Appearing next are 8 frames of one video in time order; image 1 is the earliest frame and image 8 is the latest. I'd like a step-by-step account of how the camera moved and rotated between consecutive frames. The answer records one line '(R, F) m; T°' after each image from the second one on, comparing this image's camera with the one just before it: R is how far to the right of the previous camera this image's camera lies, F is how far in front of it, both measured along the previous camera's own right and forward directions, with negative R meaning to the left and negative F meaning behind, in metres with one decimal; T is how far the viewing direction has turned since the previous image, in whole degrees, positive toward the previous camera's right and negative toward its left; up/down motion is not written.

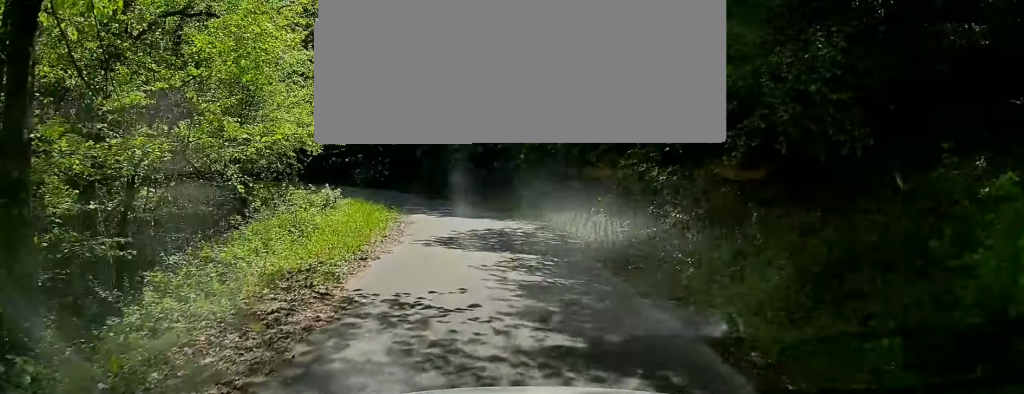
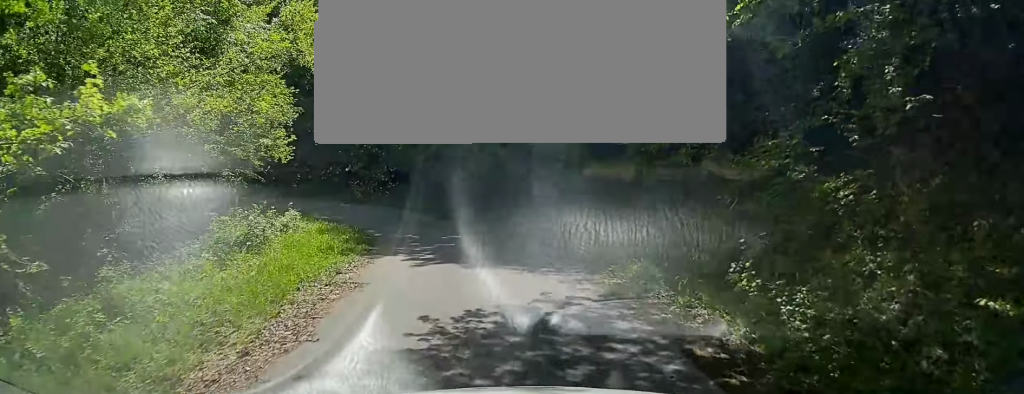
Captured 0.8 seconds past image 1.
(-0.5, +5.6) m; -7°
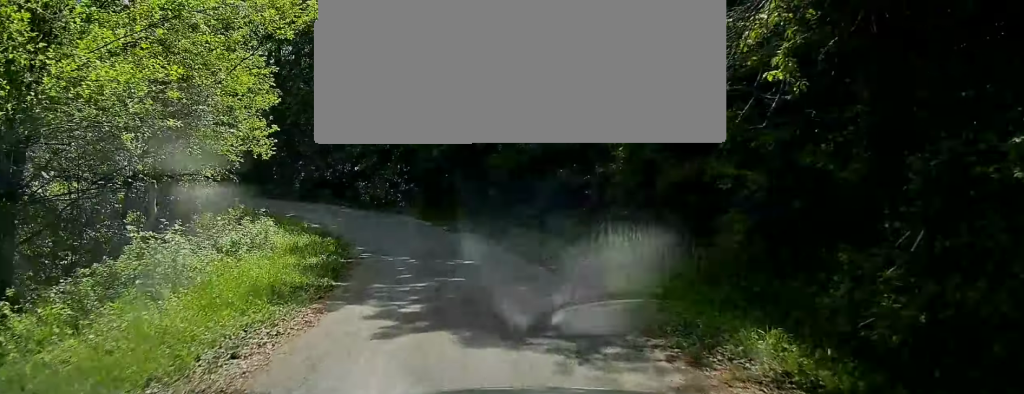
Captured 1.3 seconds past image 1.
(-0.1, +3.4) m; -2°
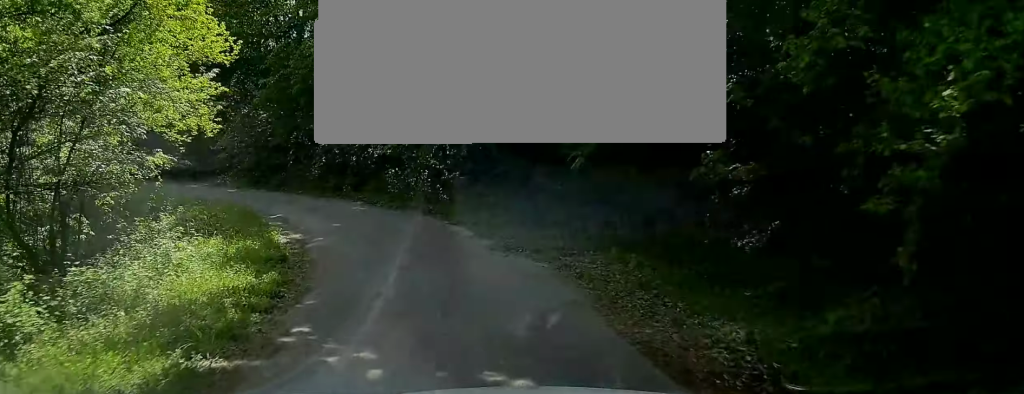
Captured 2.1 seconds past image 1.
(-0.2, +5.7) m; -5°
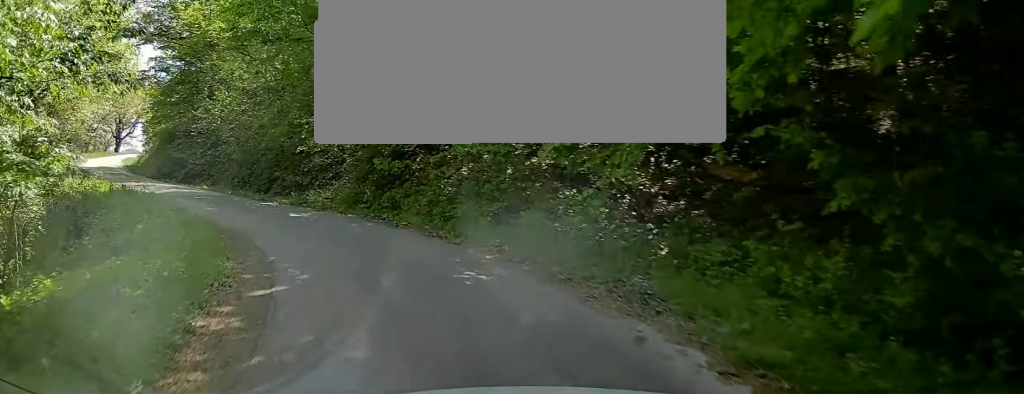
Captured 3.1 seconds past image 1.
(-0.7, +8.6) m; -14°
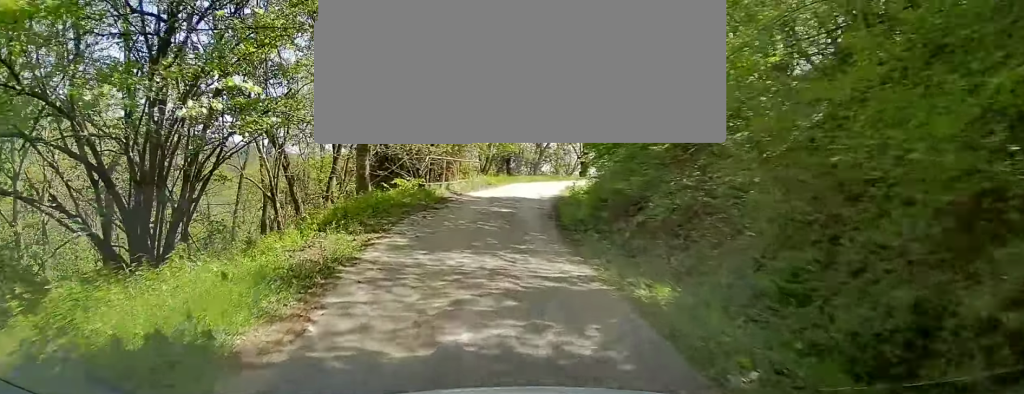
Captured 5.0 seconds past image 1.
(-4.9, +15.4) m; -31°
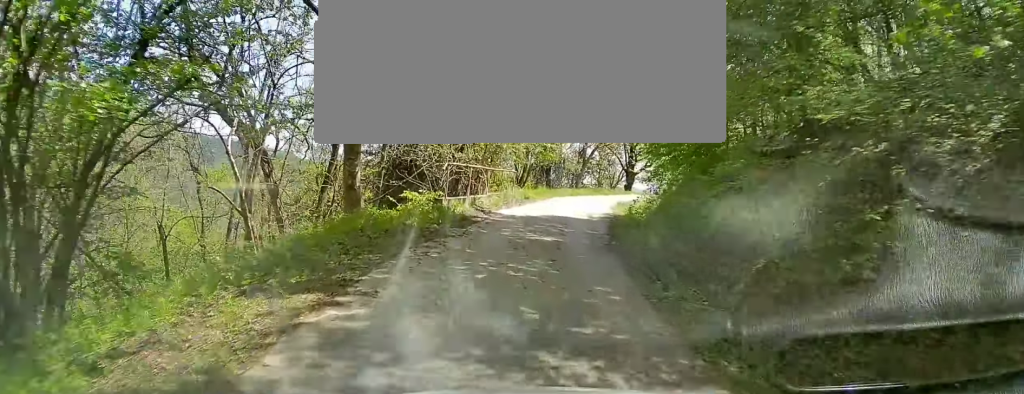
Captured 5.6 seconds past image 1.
(-0.4, +4.9) m; -3°
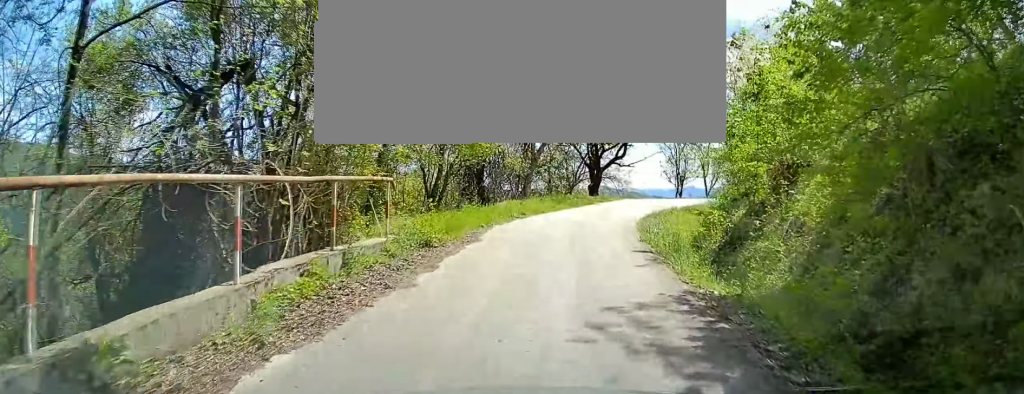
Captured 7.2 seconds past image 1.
(-0.1, +15.7) m; +6°
